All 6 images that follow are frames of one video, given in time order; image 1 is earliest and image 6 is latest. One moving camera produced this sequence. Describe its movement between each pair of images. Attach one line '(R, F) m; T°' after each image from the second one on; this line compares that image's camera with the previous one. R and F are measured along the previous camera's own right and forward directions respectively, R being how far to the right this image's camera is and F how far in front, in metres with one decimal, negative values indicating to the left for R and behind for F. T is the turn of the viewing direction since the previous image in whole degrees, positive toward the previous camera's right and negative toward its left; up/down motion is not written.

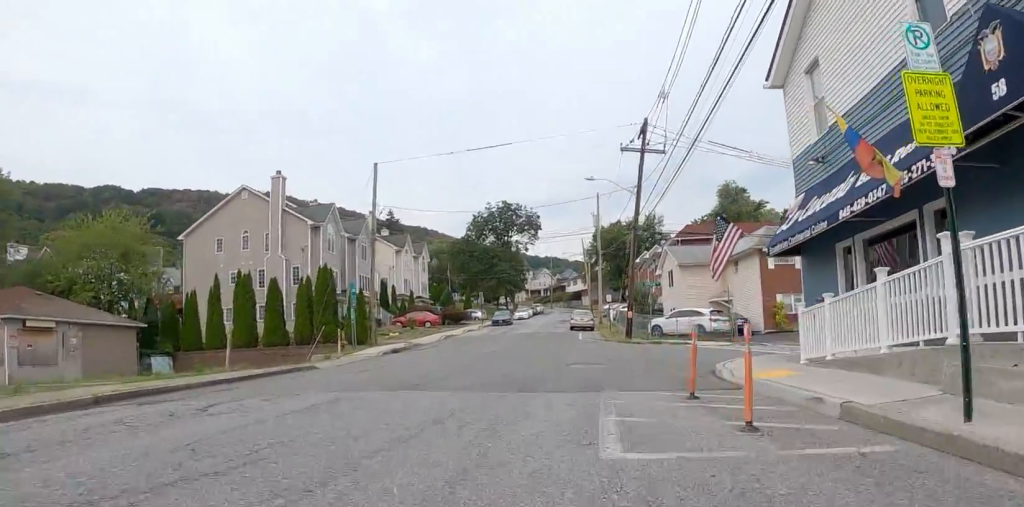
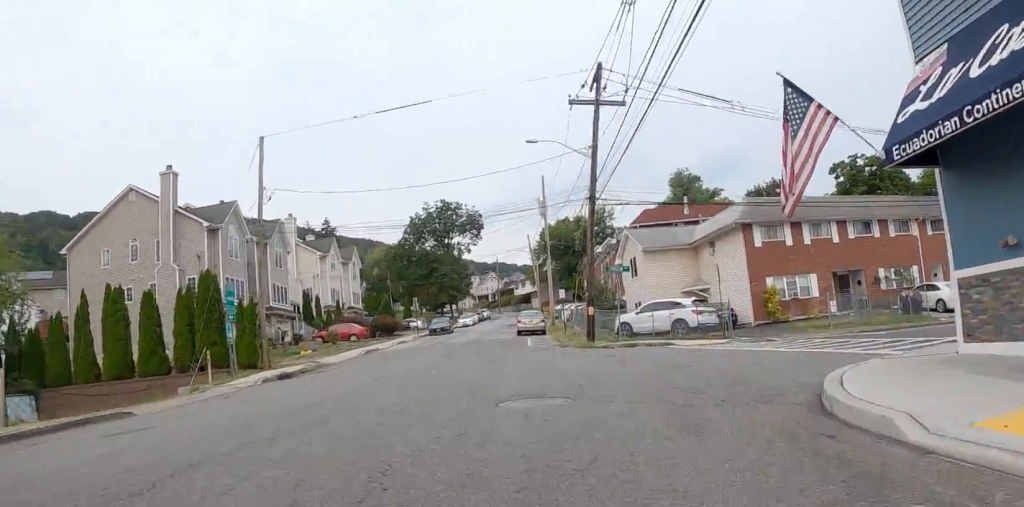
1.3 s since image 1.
(+0.3, +6.1) m; +8°
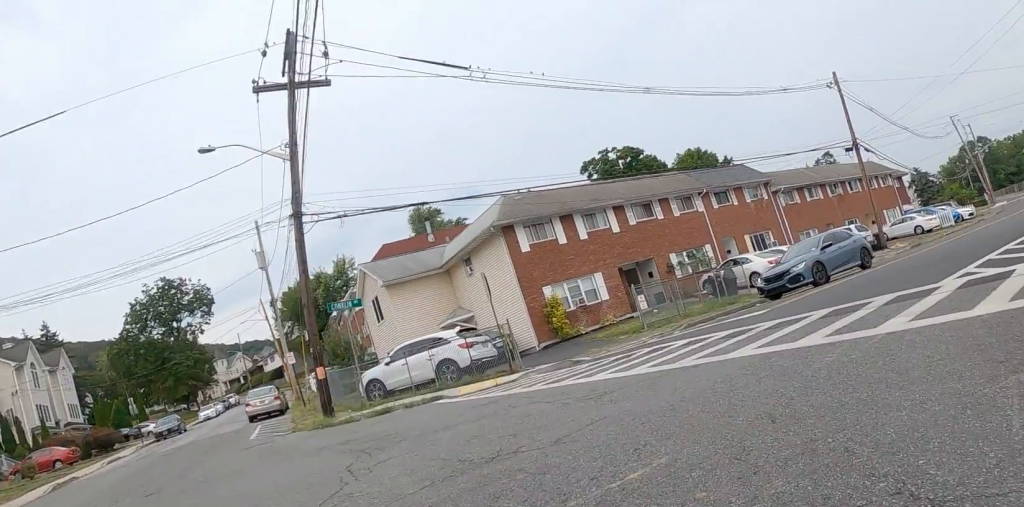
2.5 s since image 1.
(+0.5, +7.3) m; +8°
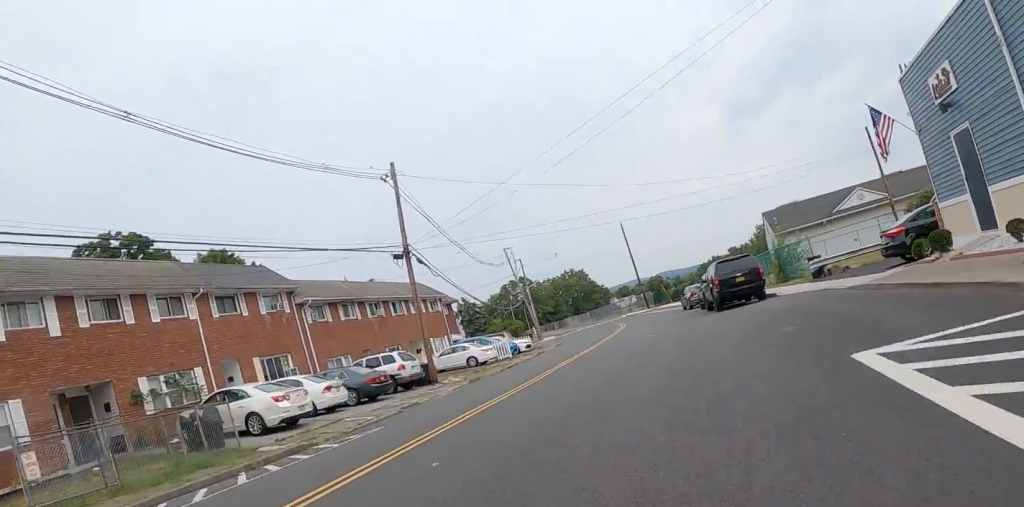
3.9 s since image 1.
(+1.5, +7.5) m; +34°
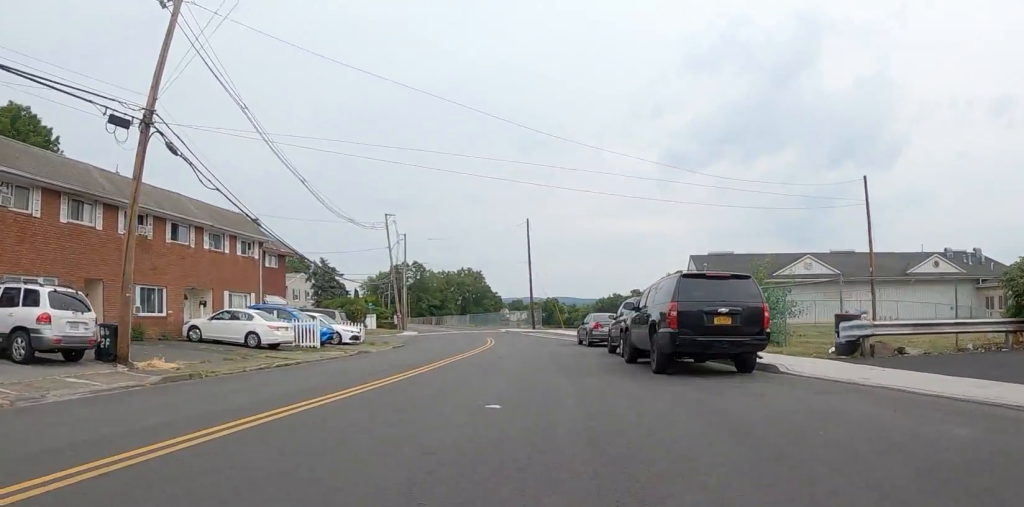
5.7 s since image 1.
(+4.7, +10.4) m; +31°
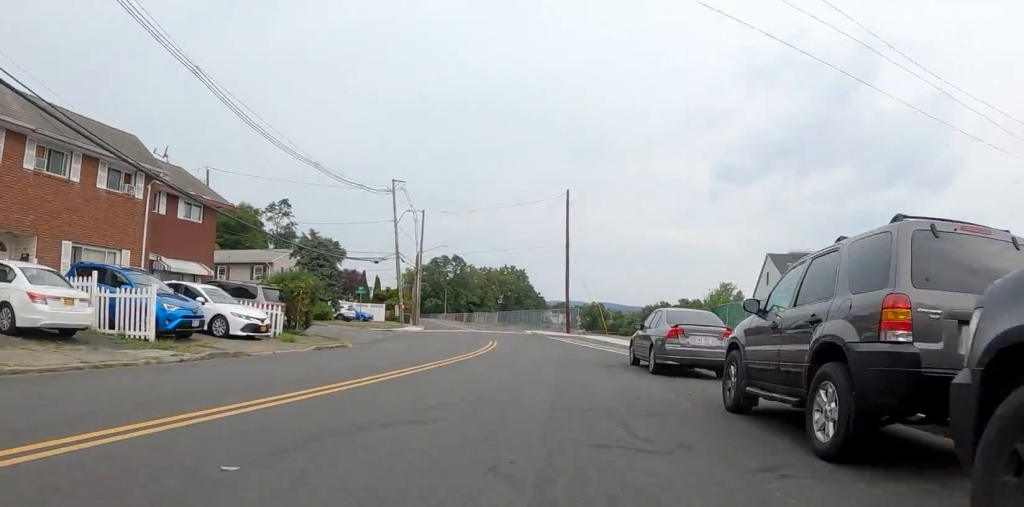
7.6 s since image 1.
(0.0, +13.0) m; +2°
